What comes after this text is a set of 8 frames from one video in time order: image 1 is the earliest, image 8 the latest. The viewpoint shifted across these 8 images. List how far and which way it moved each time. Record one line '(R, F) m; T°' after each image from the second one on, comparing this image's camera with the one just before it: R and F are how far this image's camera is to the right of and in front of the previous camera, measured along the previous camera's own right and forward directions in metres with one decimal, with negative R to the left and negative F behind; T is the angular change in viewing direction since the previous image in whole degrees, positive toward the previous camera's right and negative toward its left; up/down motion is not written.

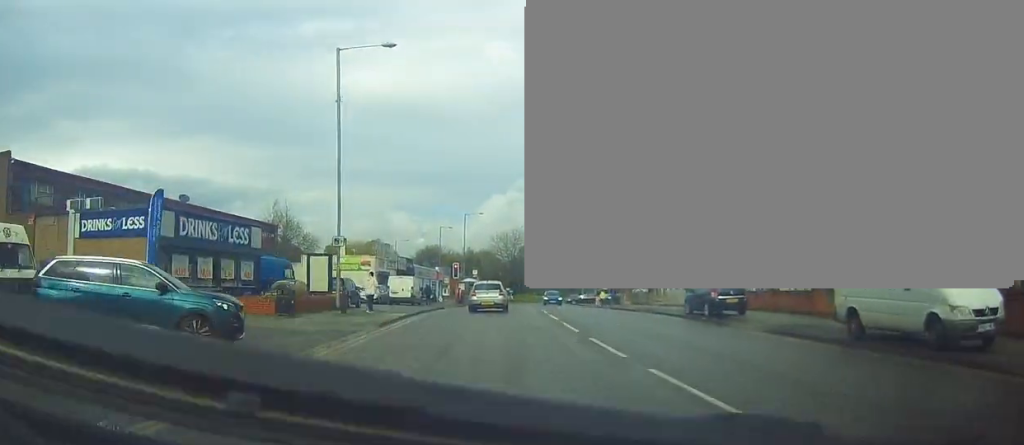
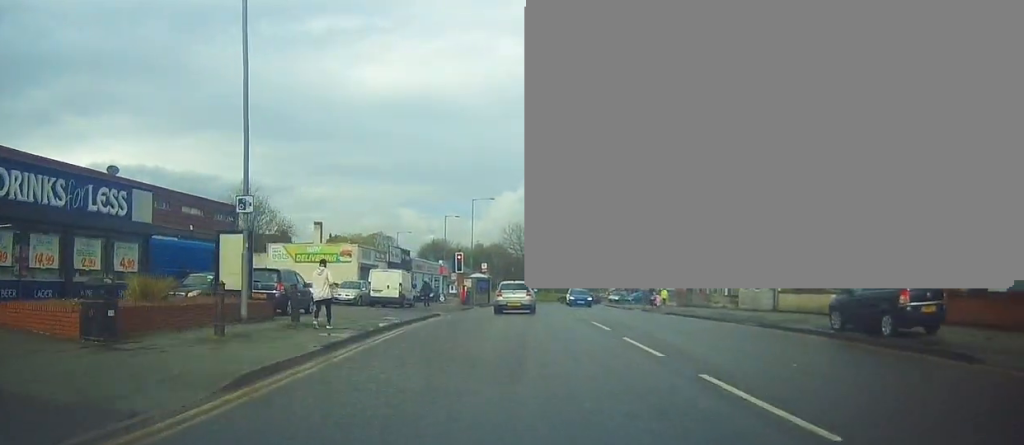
(-0.4, +12.8) m; -1°
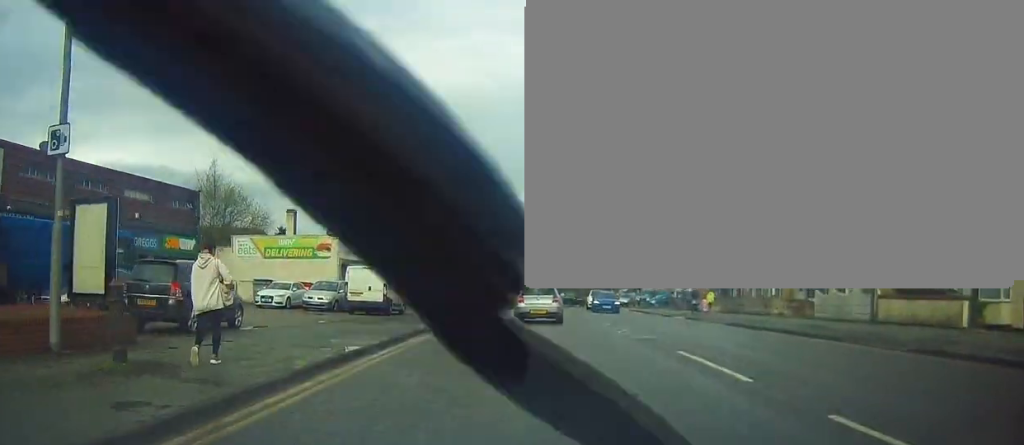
(+0.2, +8.5) m; 0°
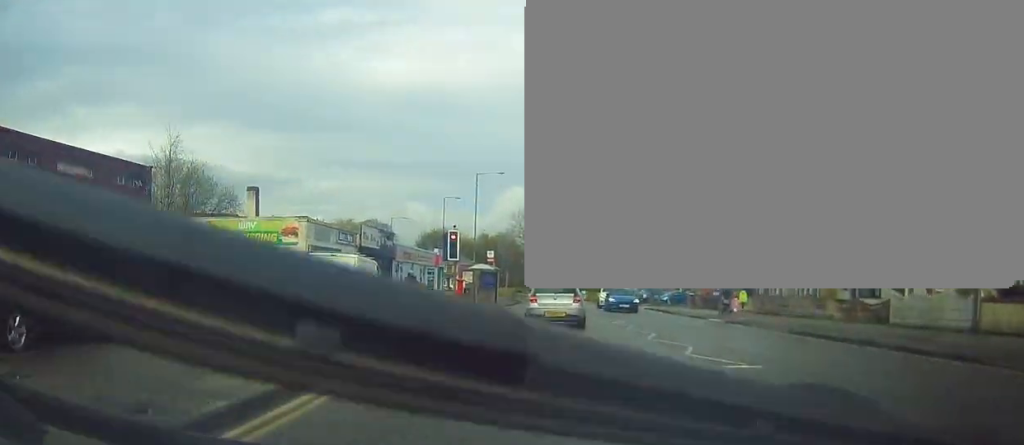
(-0.1, +6.5) m; -1°
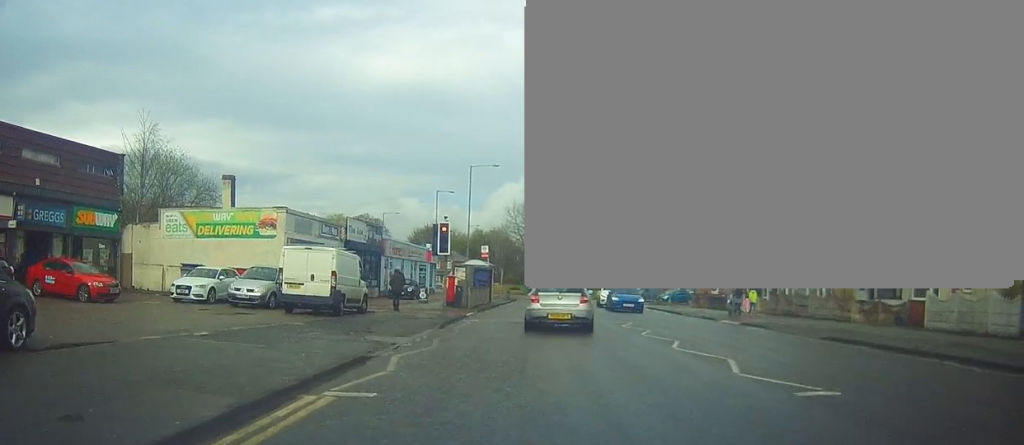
(-0.1, +2.9) m; -1°
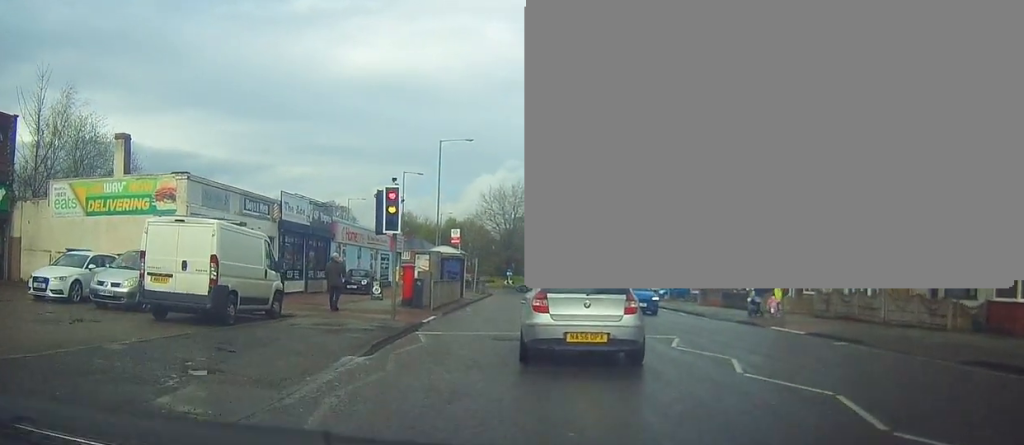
(+0.3, +9.0) m; +5°
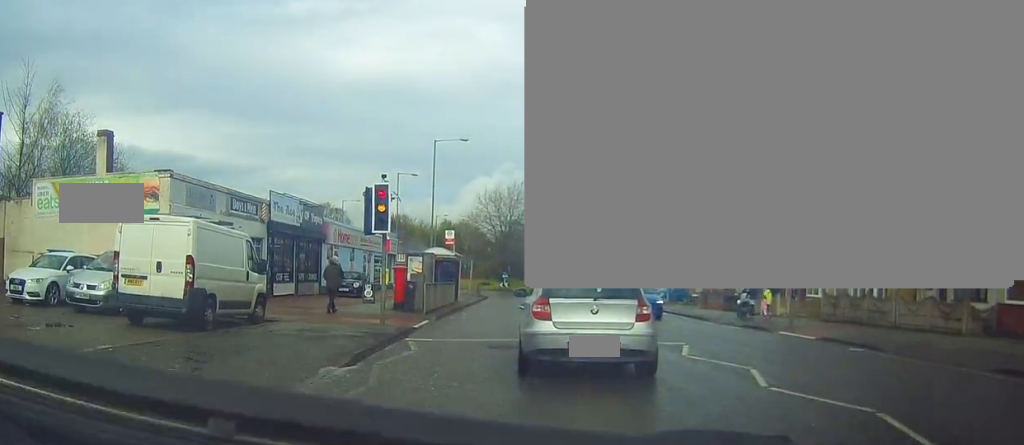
(+0.1, +1.9) m; +1°
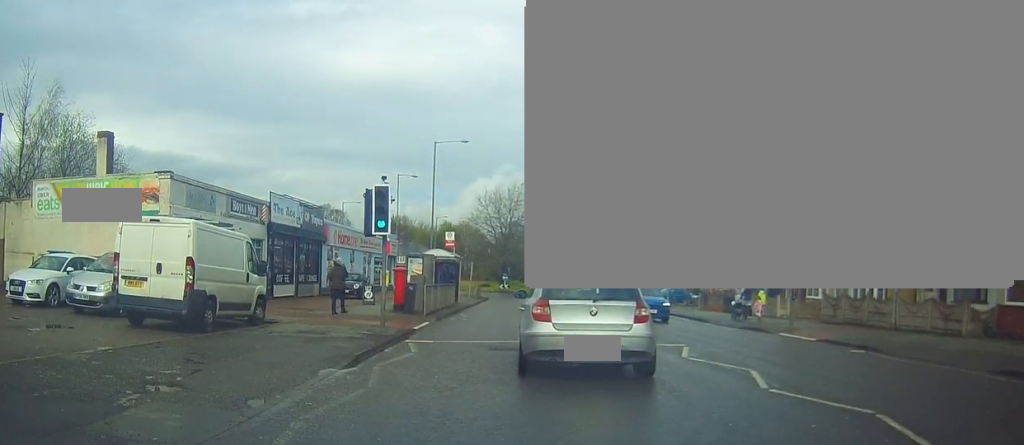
(0.0, 0.0) m; 0°
